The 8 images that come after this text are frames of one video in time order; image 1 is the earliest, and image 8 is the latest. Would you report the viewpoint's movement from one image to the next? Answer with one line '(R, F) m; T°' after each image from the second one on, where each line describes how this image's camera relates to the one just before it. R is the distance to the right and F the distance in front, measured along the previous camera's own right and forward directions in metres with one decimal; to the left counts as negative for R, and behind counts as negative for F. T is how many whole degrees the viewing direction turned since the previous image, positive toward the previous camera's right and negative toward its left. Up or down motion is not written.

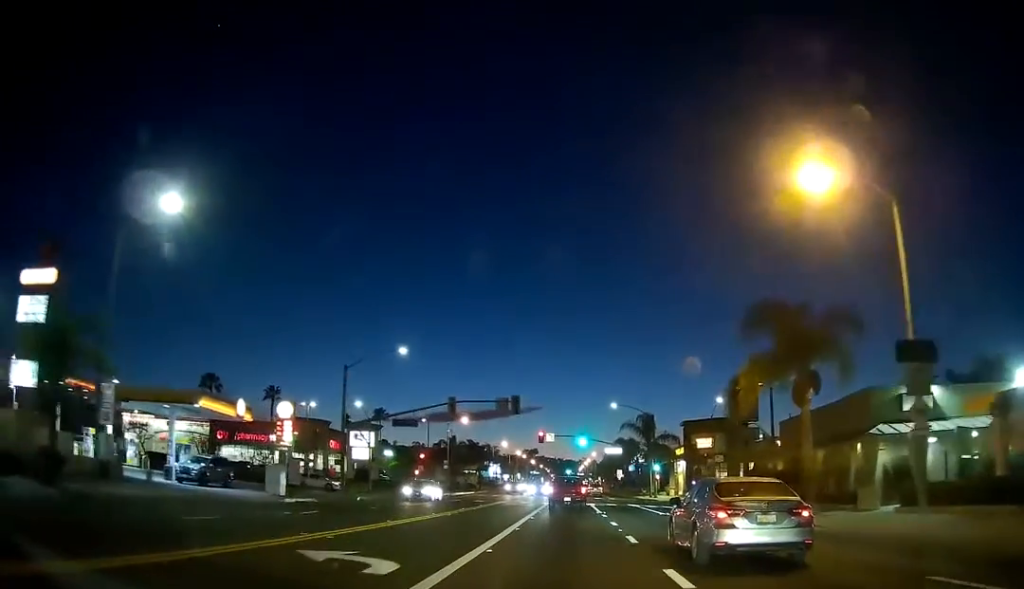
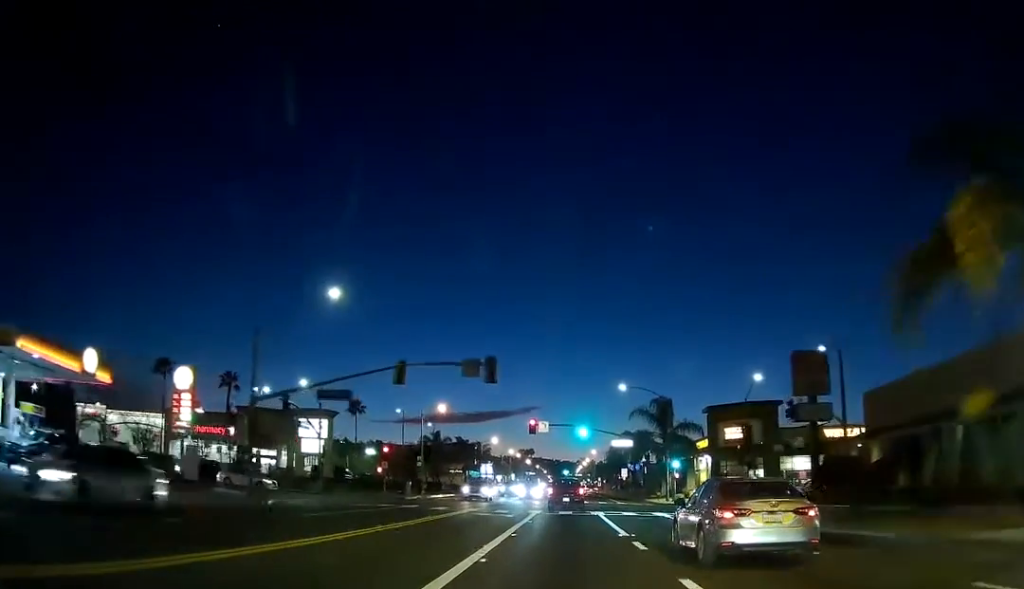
(0.0, +16.4) m; 0°
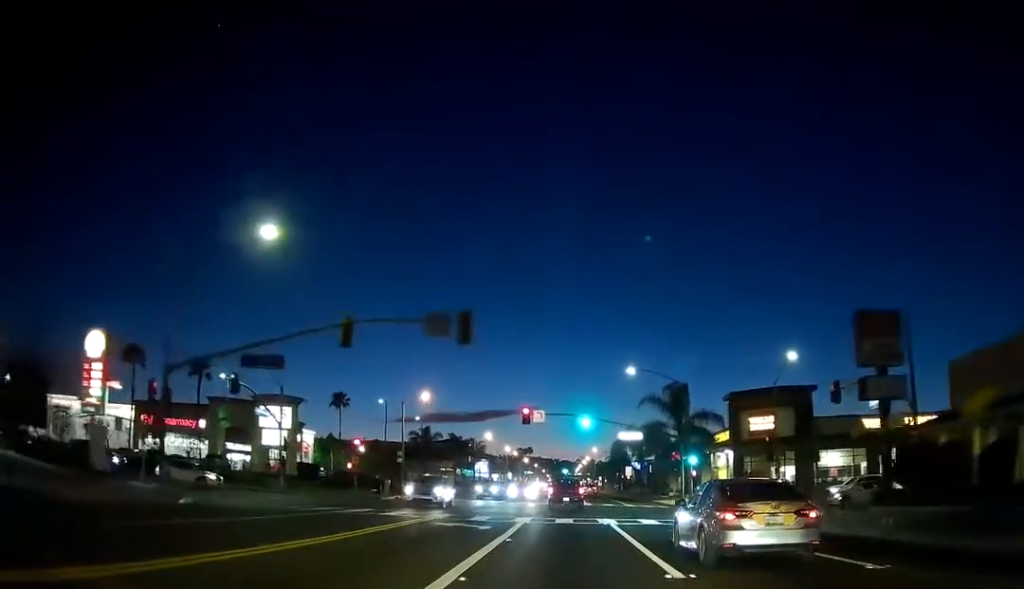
(0.0, +9.7) m; 0°
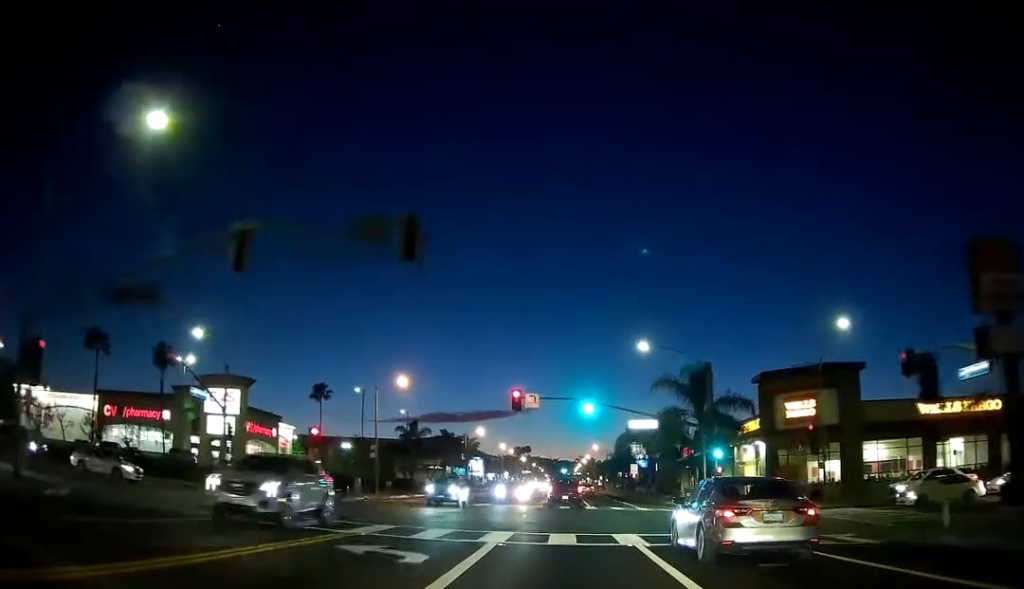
(0.0, +9.3) m; 0°
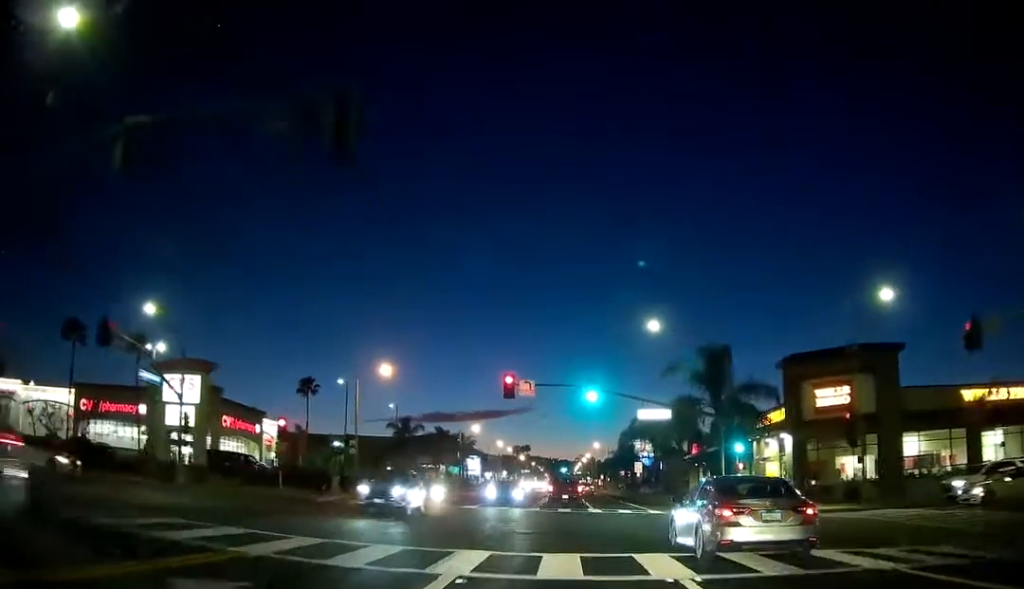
(0.0, +6.4) m; 0°
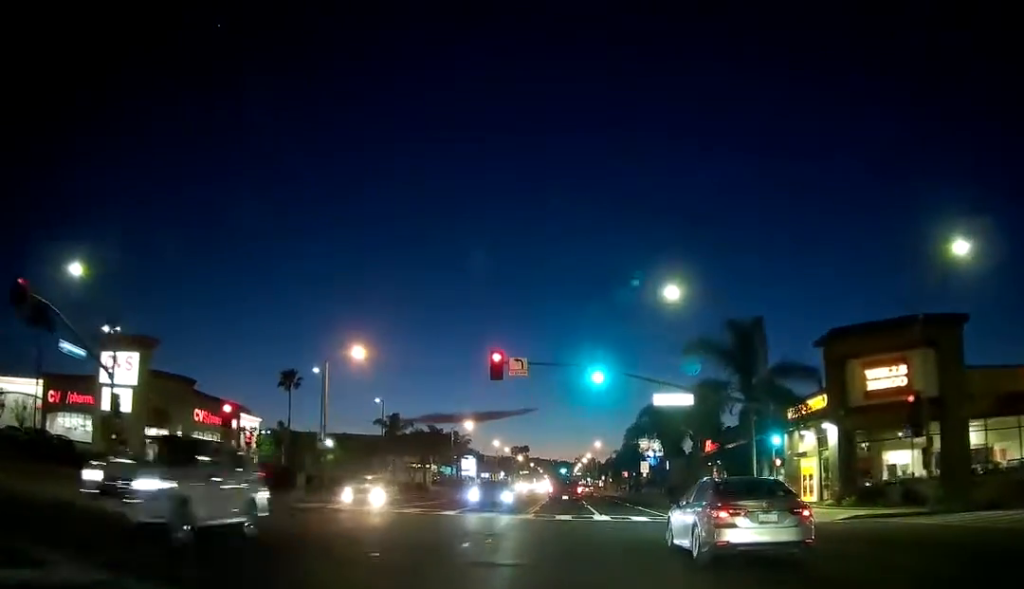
(0.0, +7.4) m; 0°
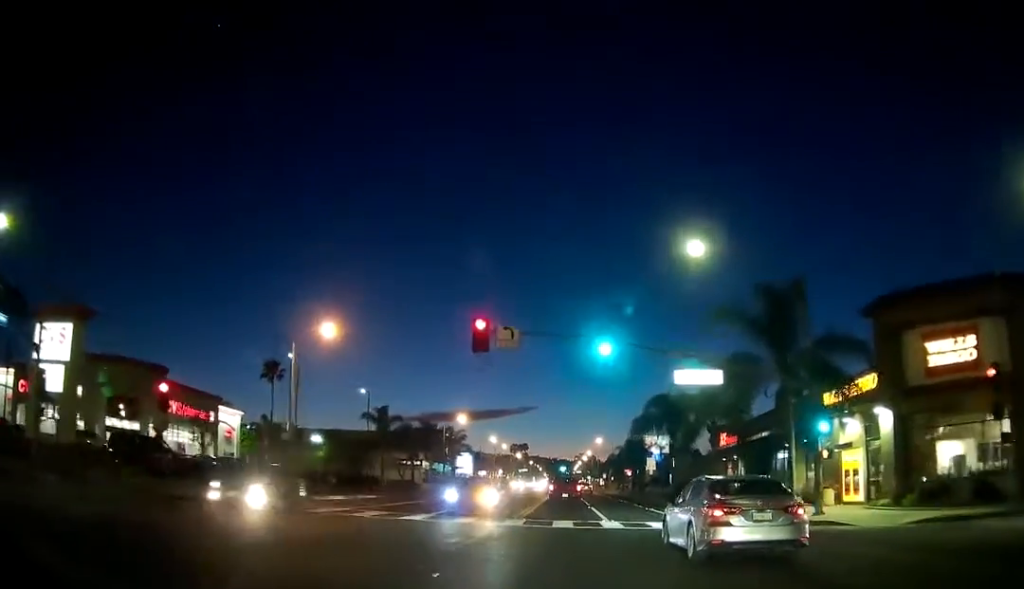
(0.0, +6.9) m; 0°
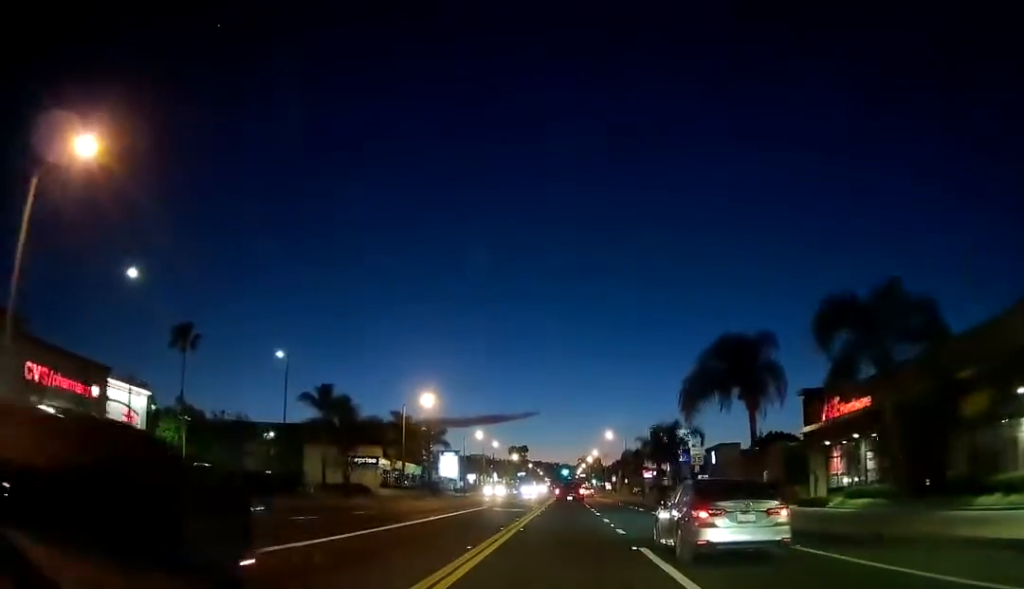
(0.0, +25.5) m; 0°
